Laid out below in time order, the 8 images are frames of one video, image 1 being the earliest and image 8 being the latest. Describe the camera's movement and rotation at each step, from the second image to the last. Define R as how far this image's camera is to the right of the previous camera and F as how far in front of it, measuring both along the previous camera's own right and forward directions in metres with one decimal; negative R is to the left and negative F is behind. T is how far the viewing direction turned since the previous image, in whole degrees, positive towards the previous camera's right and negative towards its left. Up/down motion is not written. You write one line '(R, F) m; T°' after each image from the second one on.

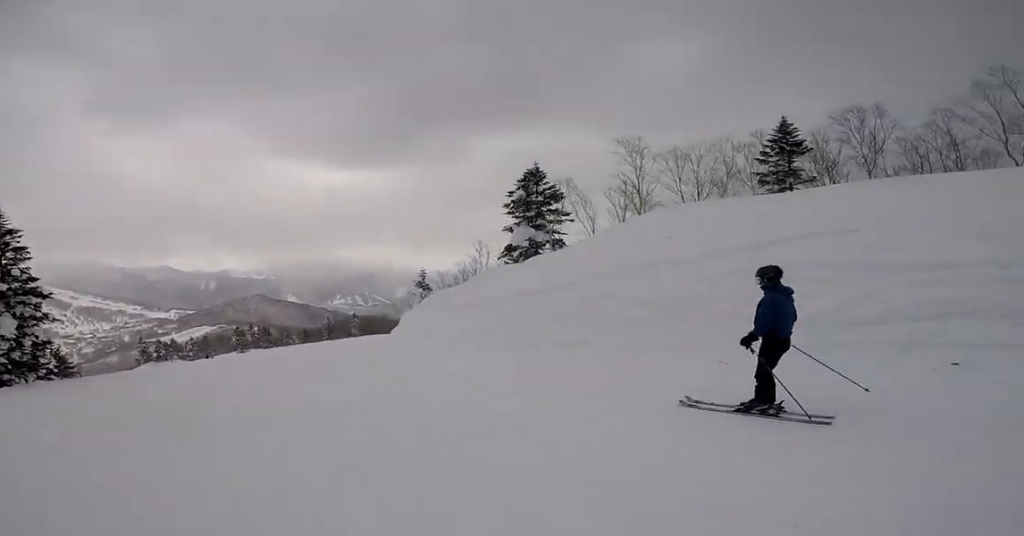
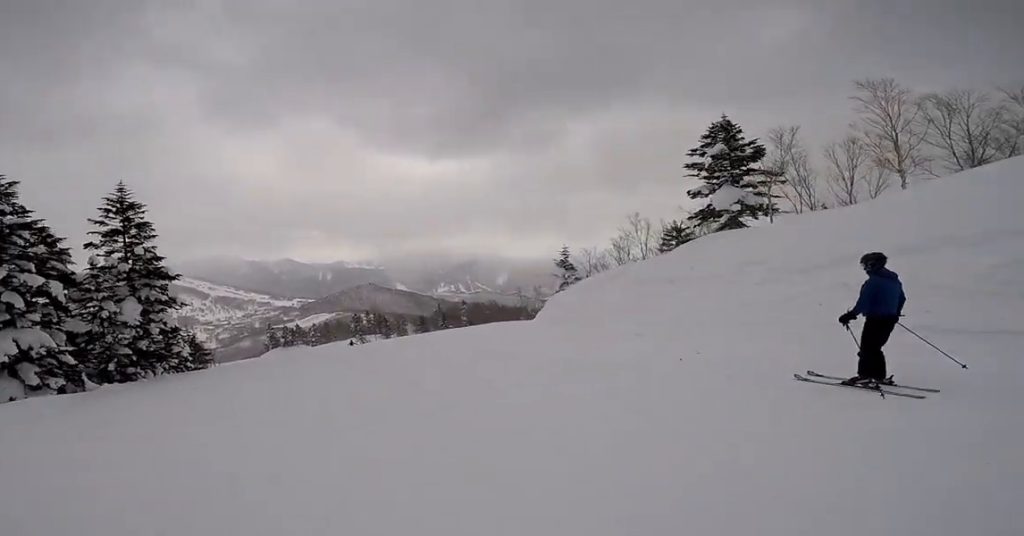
(0.0, +5.4) m; +3°
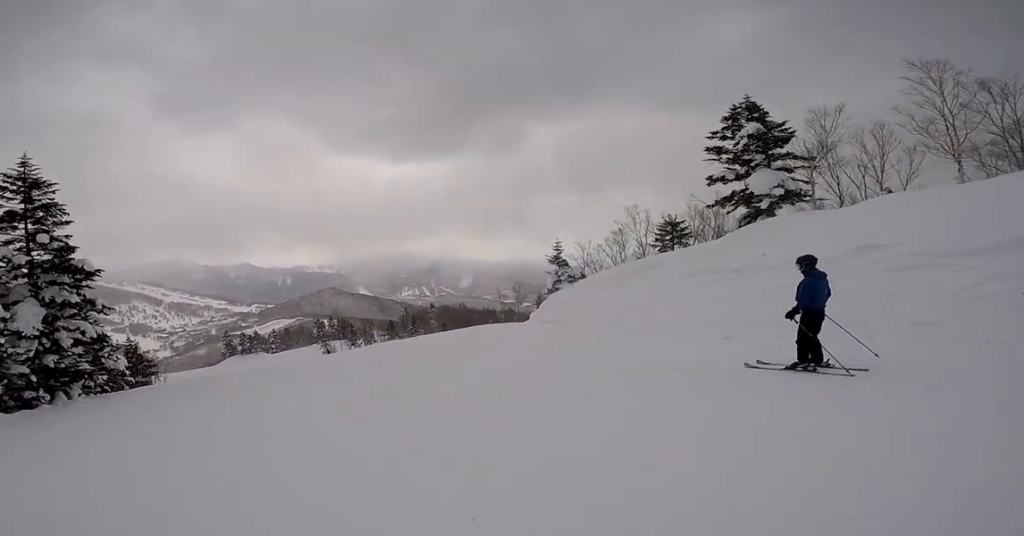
(-0.2, +3.6) m; +6°
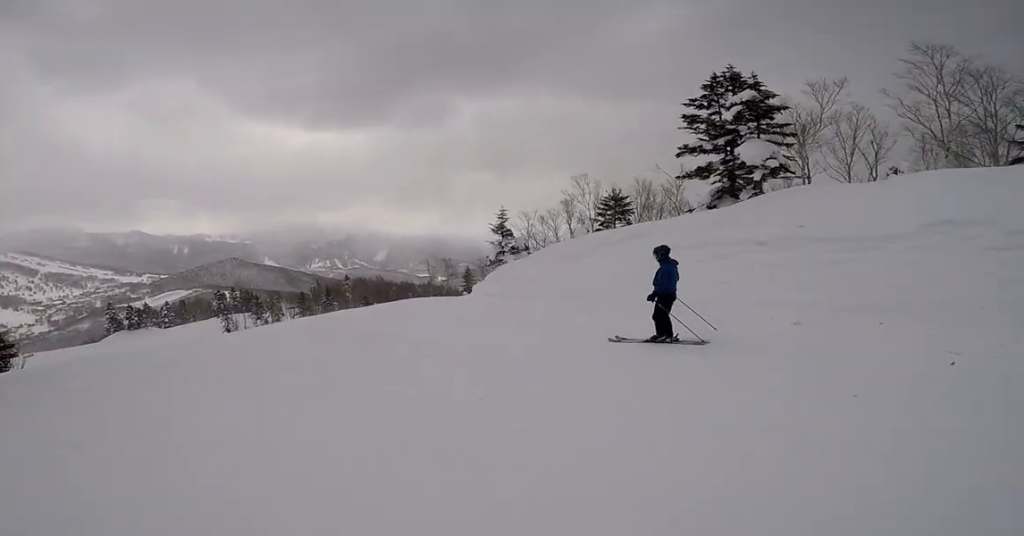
(+0.4, +3.3) m; +13°
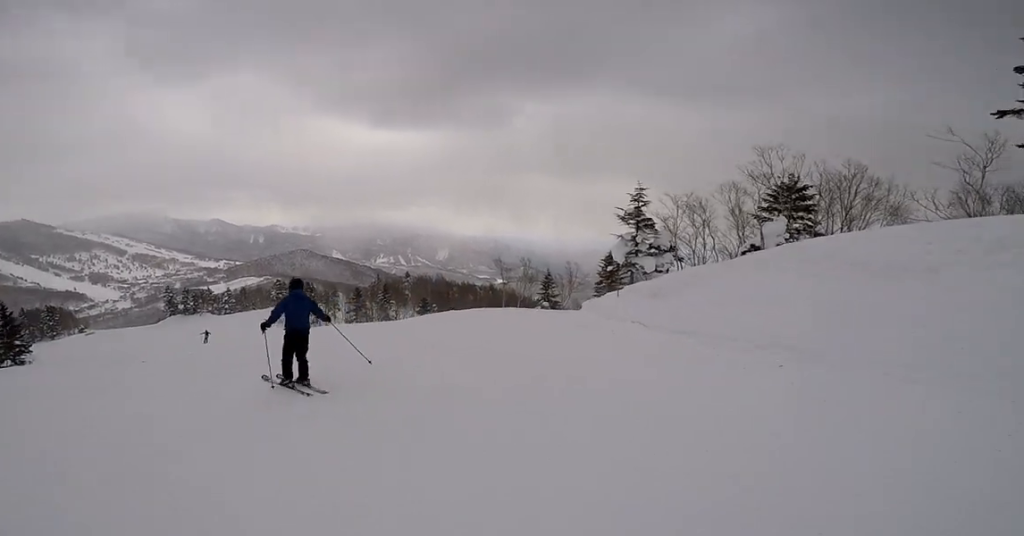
(+2.9, +8.1) m; +8°
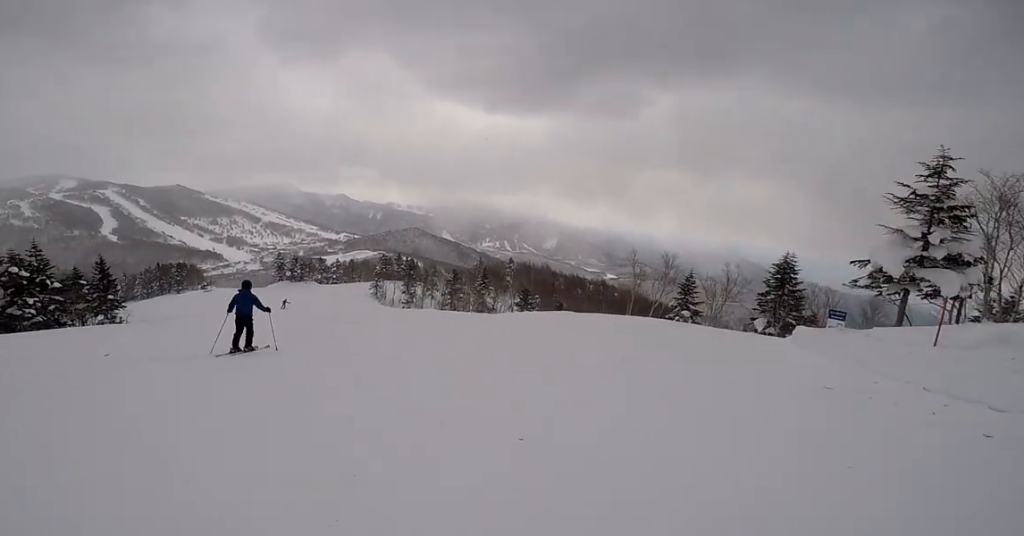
(-2.7, +5.7) m; -29°
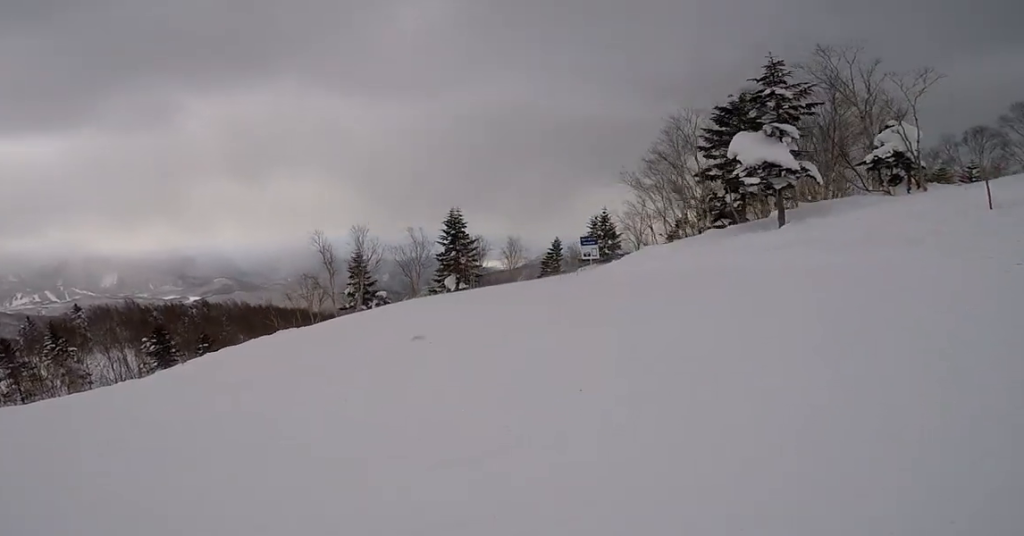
(+1.6, +8.6) m; +12°
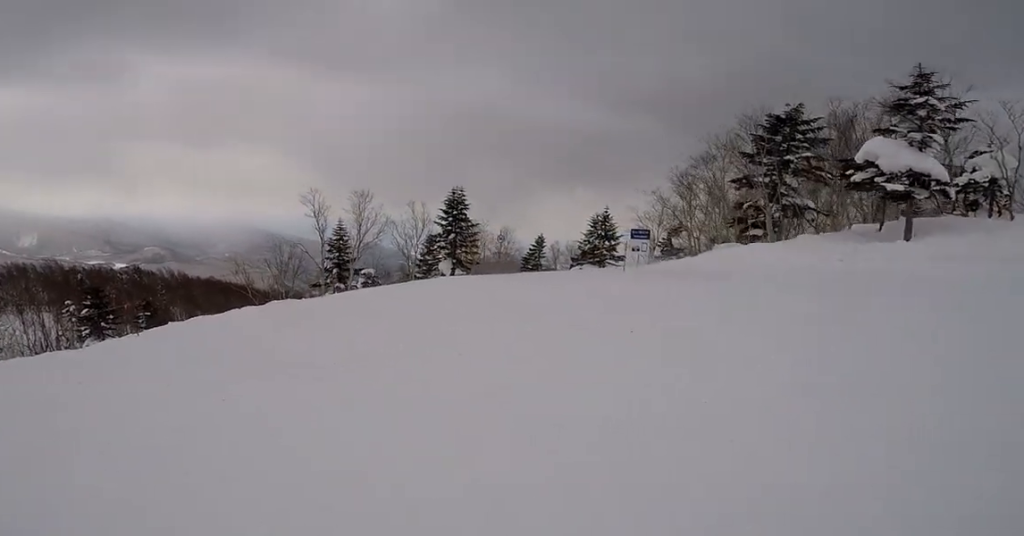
(-0.5, +4.5) m; -1°
